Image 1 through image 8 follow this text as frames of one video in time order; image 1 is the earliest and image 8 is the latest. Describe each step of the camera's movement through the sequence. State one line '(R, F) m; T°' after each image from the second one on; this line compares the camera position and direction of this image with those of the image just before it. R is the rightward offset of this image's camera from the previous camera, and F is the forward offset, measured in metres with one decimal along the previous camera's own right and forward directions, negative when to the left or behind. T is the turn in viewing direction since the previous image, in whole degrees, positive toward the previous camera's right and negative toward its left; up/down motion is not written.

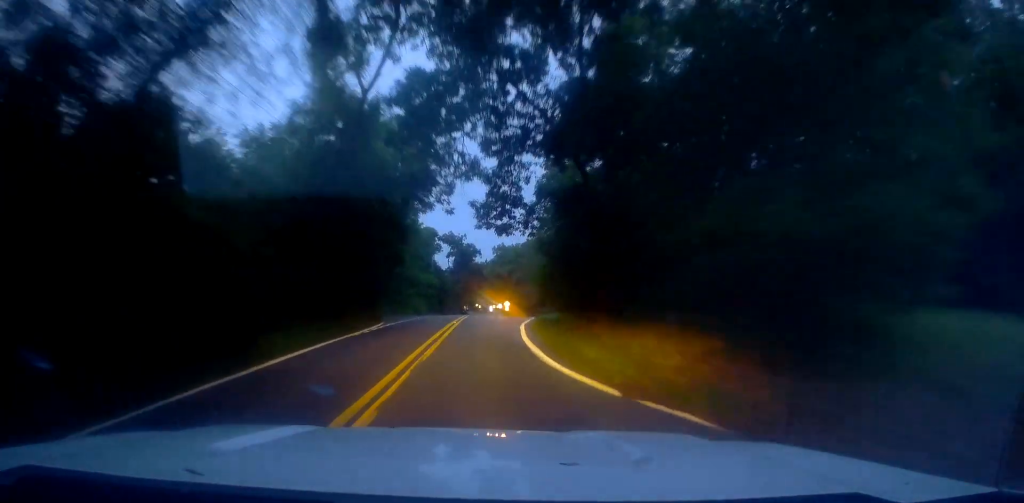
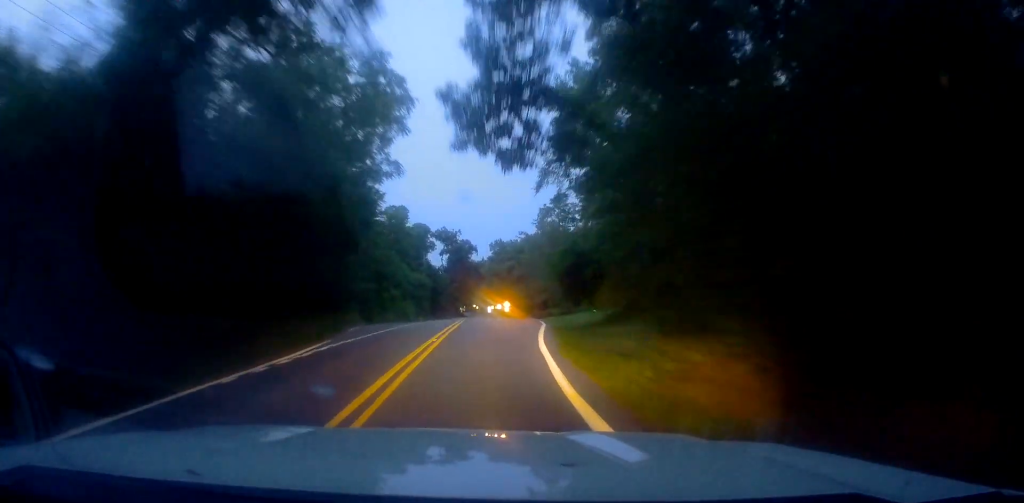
(-0.5, +12.3) m; -1°
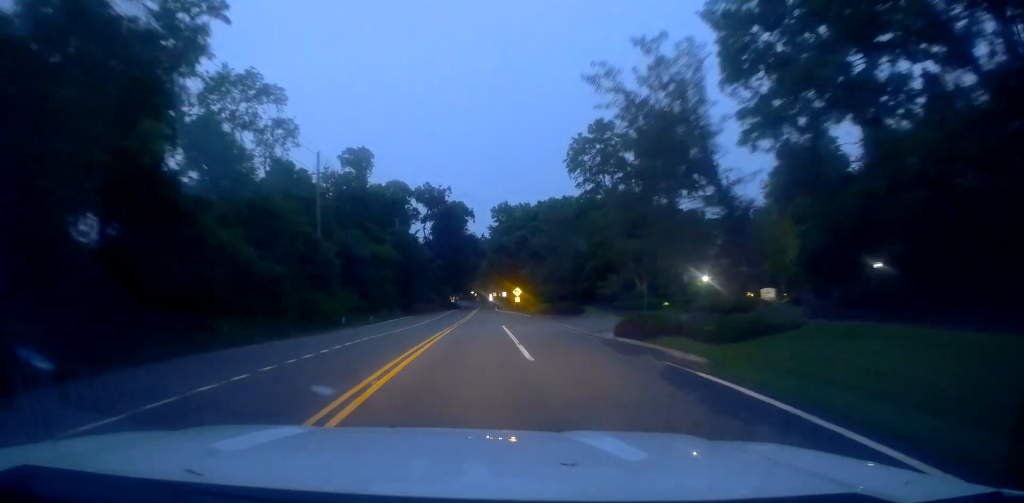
(+1.1, +41.4) m; +1°
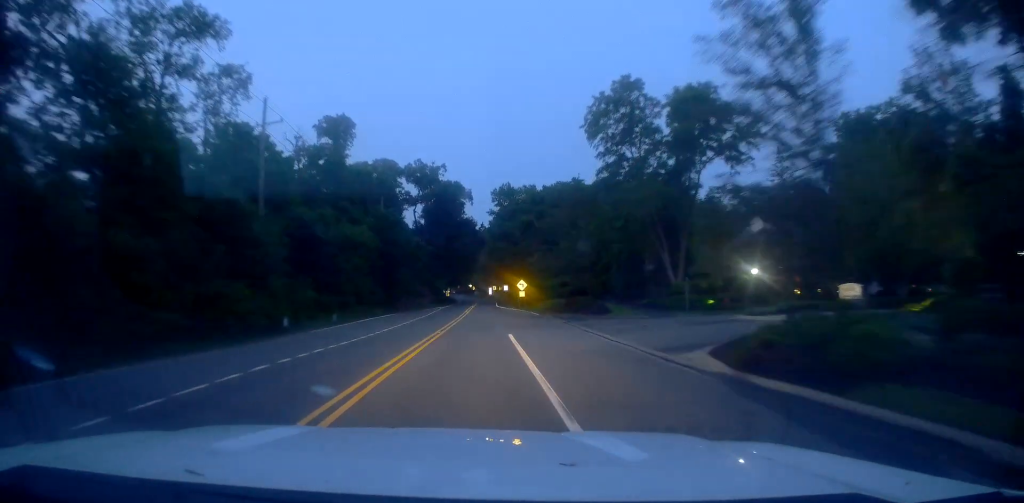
(-0.4, +13.0) m; 0°
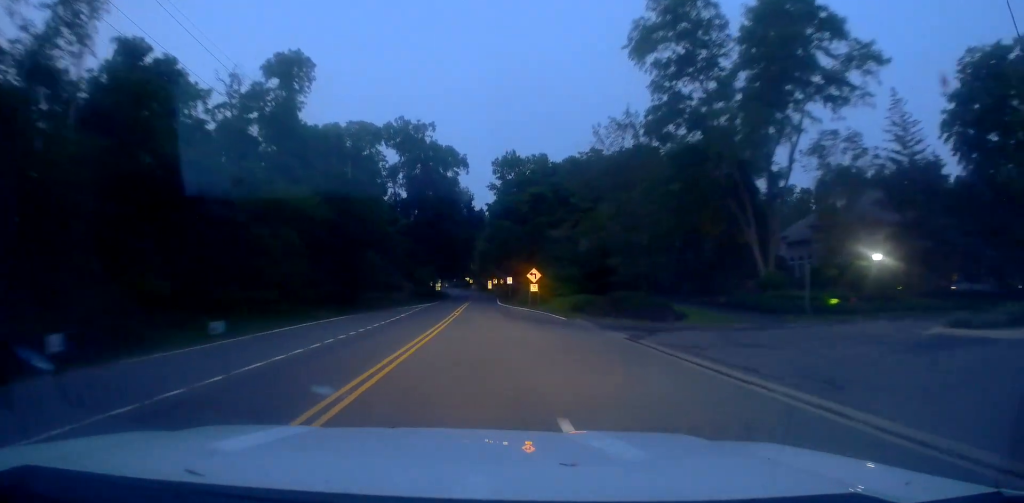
(+0.8, +18.8) m; +2°
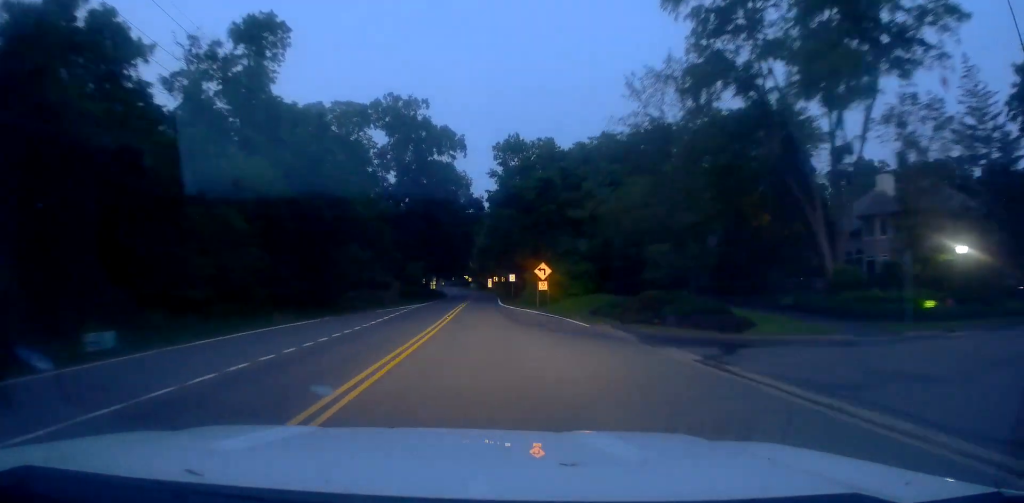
(0.0, +8.1) m; 0°
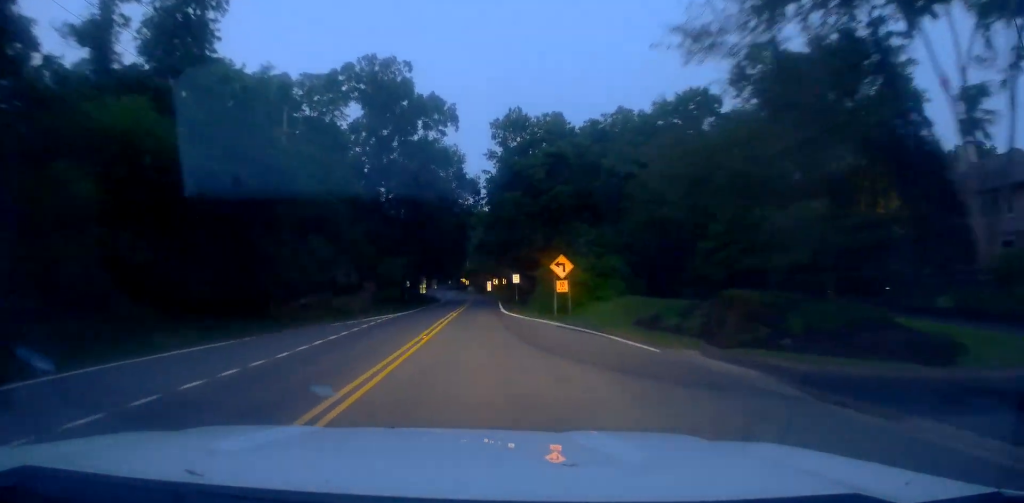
(0.0, +11.3) m; -1°
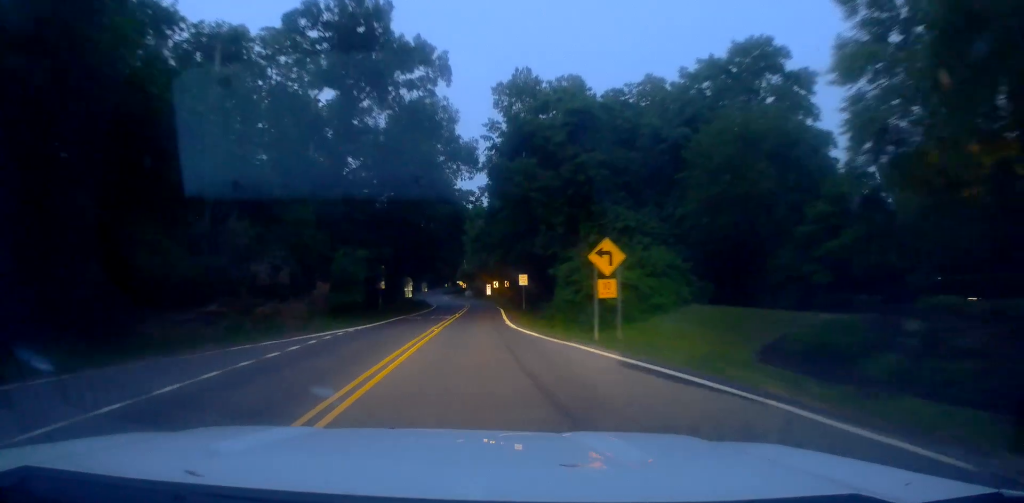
(-0.1, +11.8) m; -1°
